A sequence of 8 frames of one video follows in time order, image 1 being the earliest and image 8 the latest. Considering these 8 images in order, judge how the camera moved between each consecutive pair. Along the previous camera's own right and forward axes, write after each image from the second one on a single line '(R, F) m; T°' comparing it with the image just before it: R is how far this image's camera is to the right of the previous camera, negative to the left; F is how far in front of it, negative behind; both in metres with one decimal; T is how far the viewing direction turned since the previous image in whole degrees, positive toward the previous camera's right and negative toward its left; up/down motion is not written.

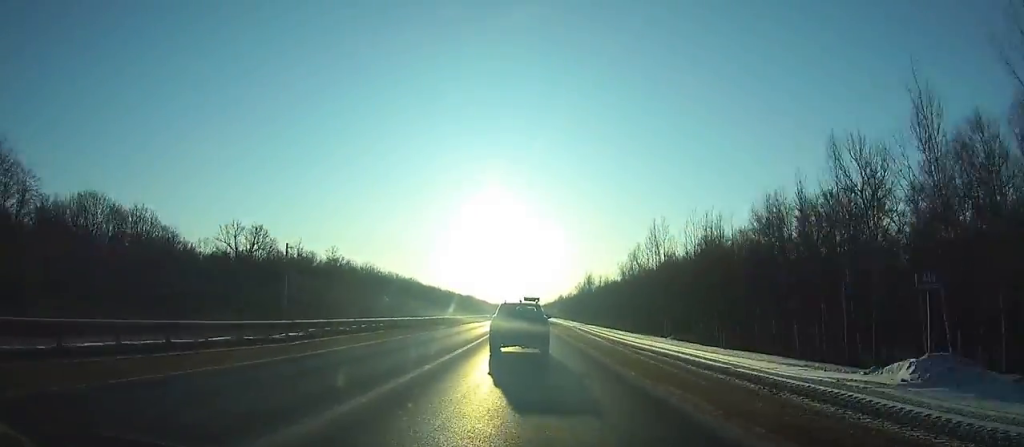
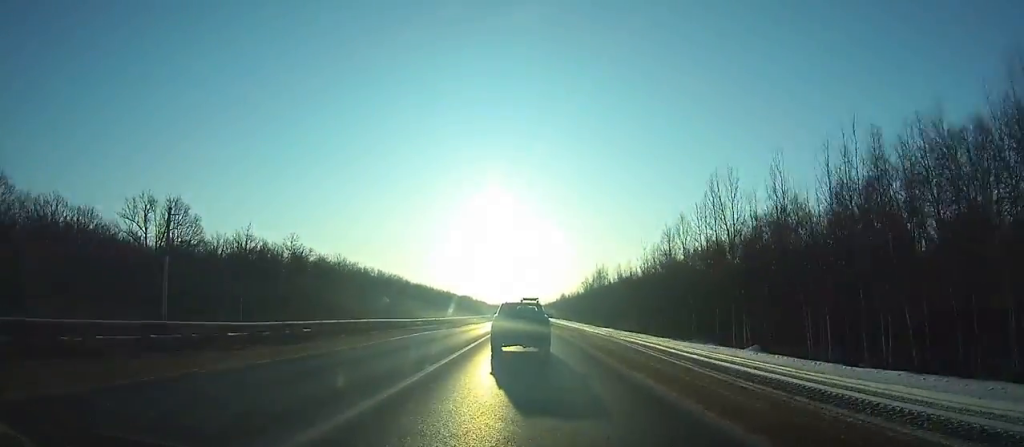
(0.0, +29.1) m; 0°
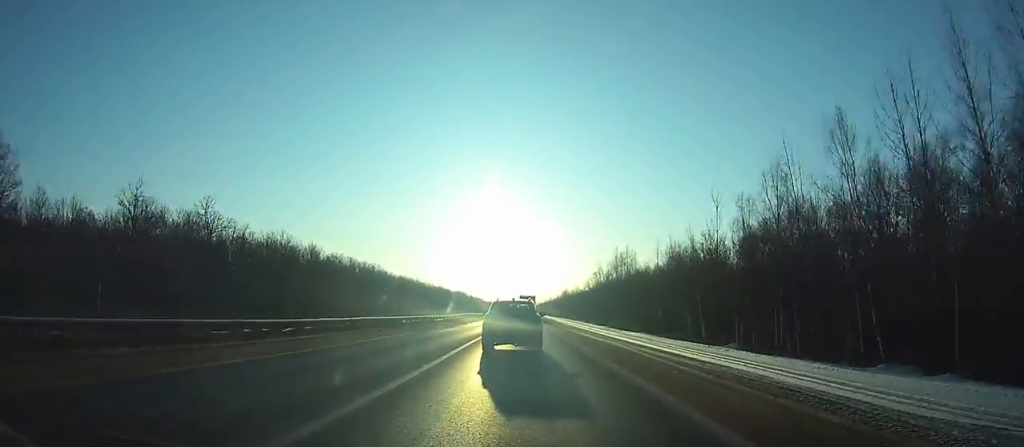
(+0.2, +38.5) m; 0°
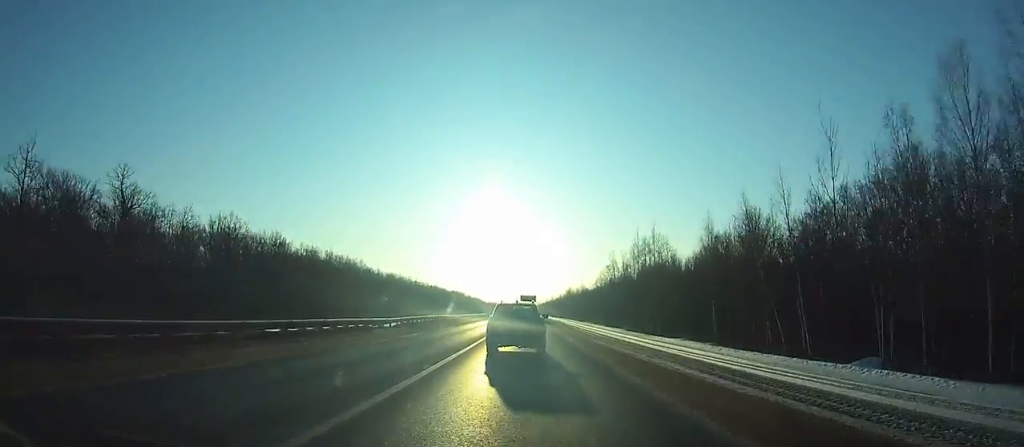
(0.0, +24.0) m; 0°
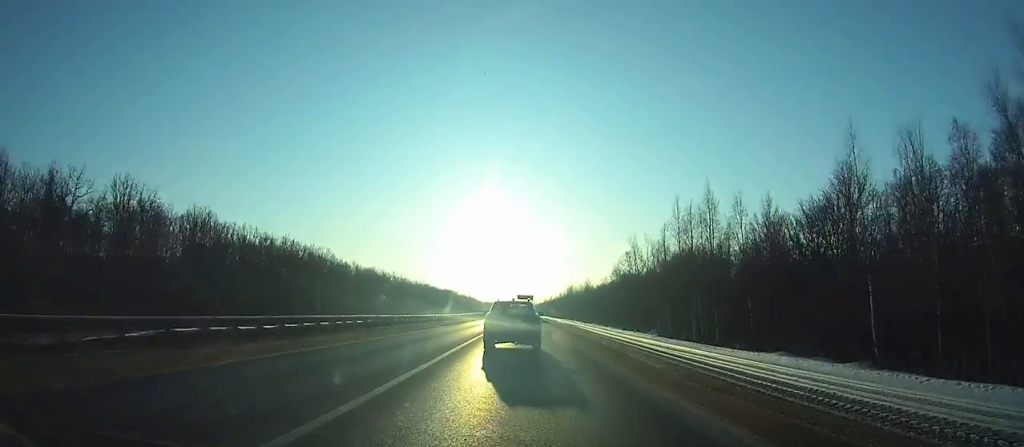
(0.0, +29.7) m; 0°
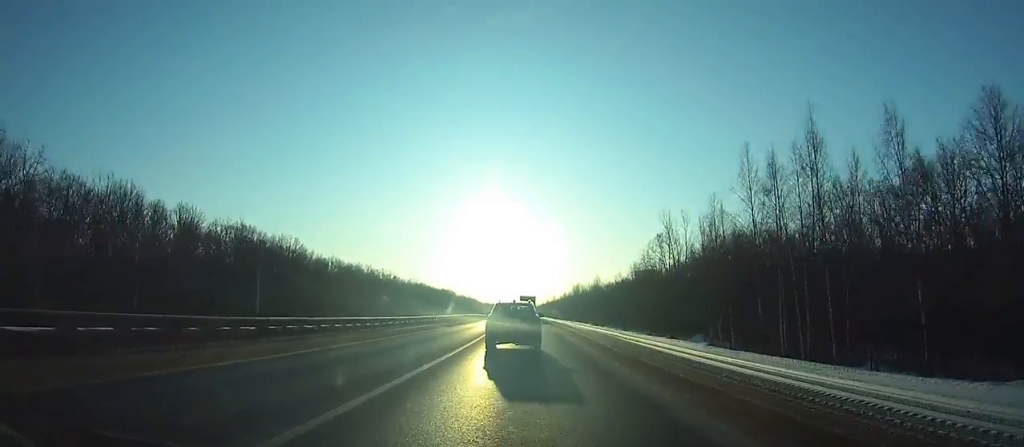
(0.0, +24.2) m; 0°
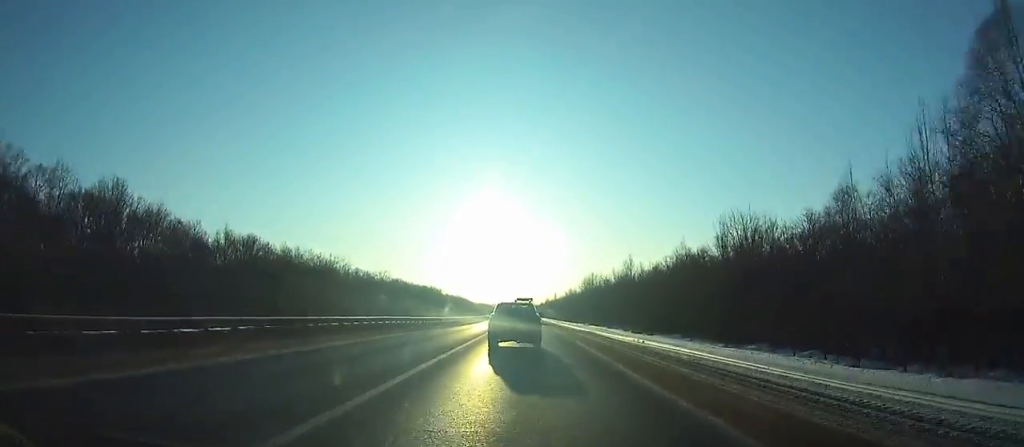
(+0.1, +63.3) m; 0°
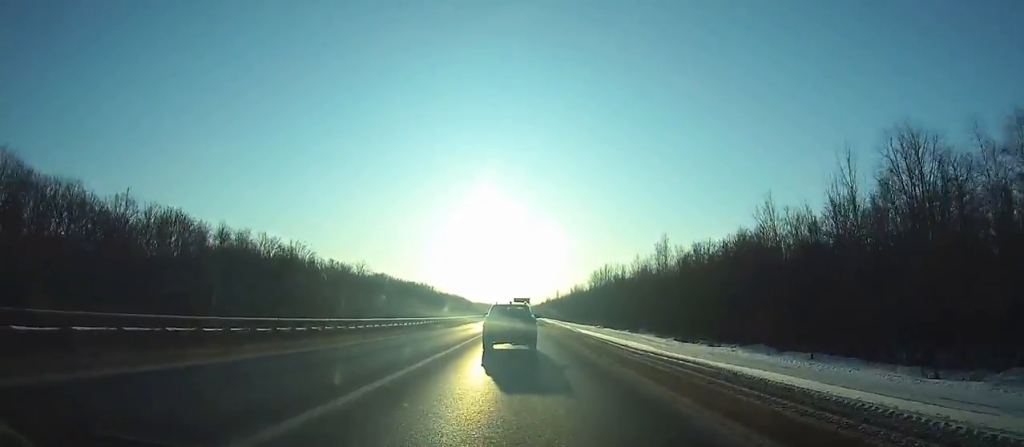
(+0.2, +31.6) m; 0°
